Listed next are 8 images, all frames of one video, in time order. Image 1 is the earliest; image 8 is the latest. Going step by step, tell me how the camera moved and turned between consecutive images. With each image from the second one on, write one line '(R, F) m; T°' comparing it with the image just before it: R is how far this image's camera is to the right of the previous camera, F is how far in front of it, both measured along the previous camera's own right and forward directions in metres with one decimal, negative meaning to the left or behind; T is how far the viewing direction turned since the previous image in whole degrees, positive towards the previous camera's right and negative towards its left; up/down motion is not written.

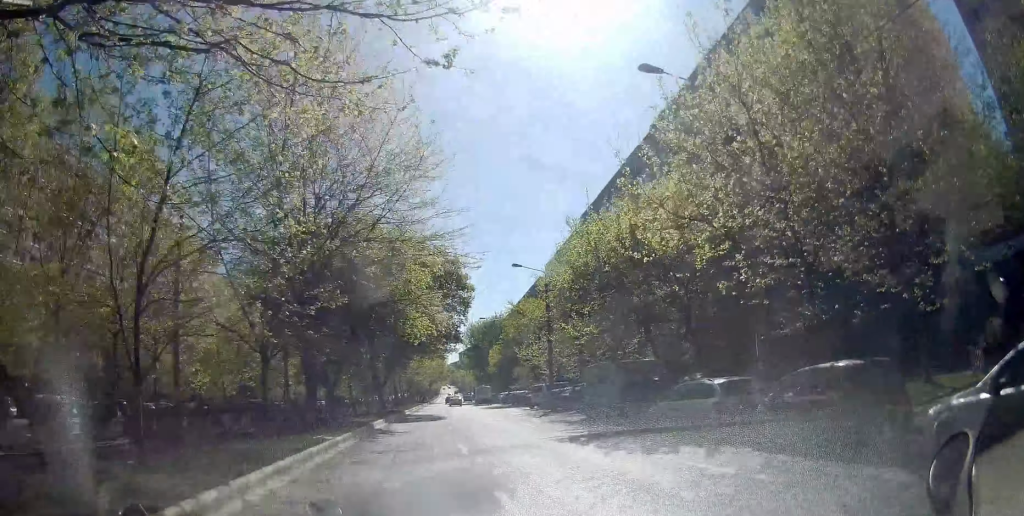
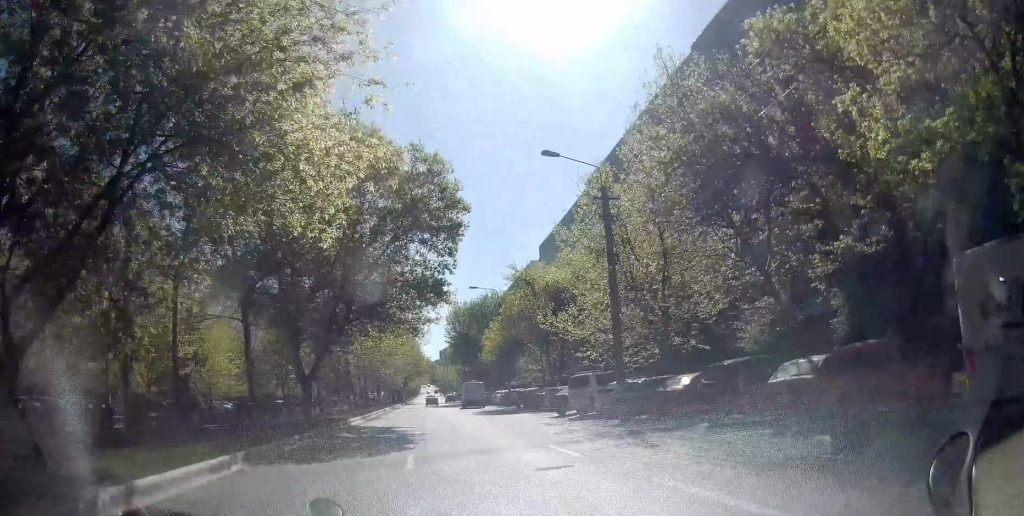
(-0.1, +20.4) m; 0°
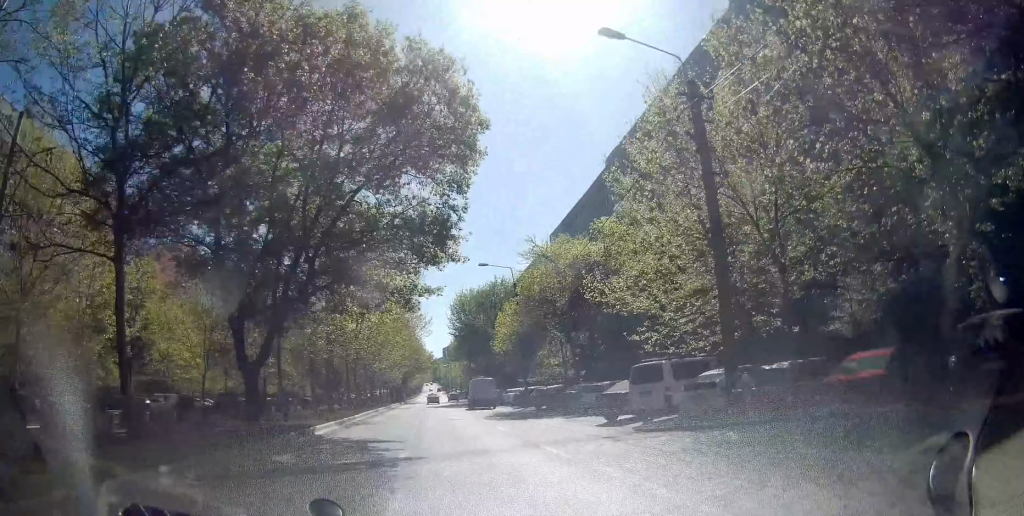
(+0.1, +9.0) m; 0°
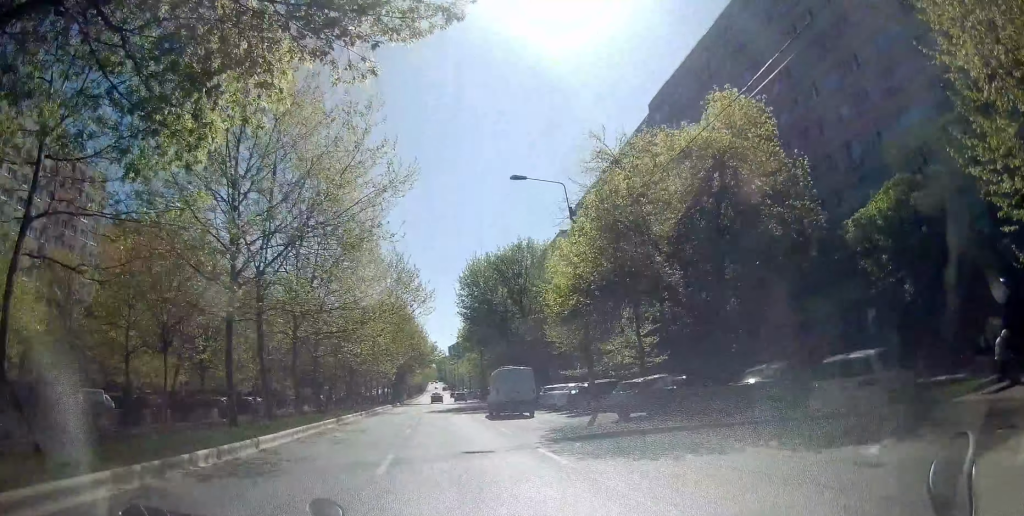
(-0.1, +19.4) m; -1°
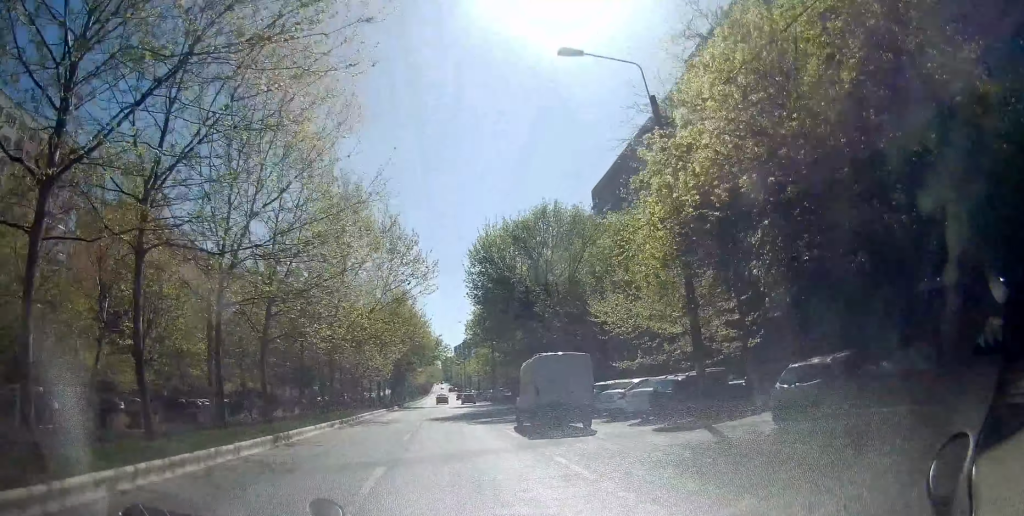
(-0.1, +11.1) m; 0°
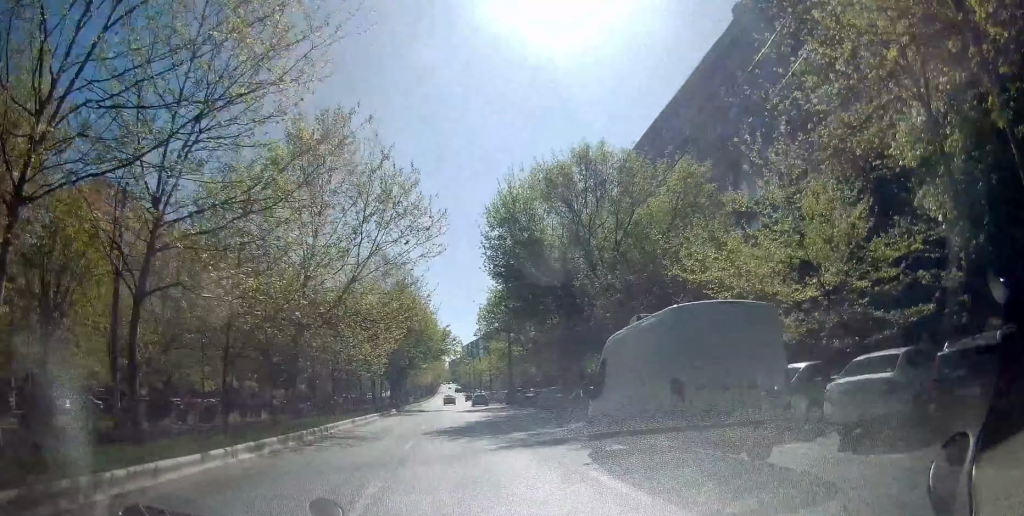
(0.0, +11.4) m; -1°
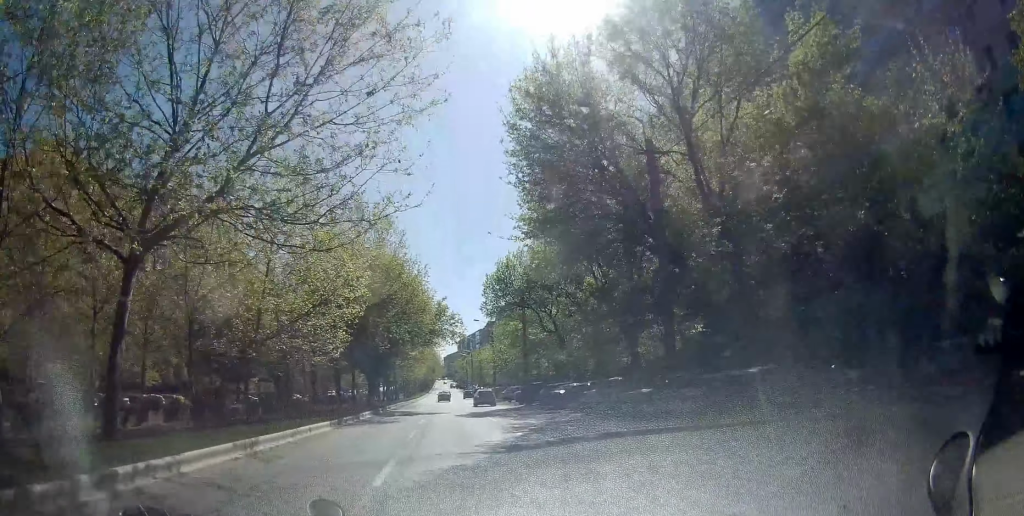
(-0.4, +15.8) m; 0°
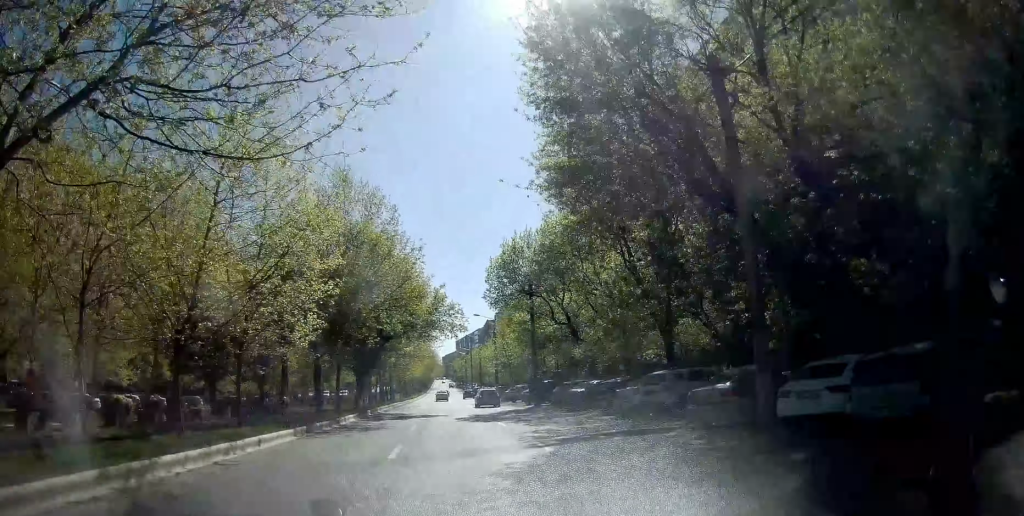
(+0.1, +5.7) m; 0°
